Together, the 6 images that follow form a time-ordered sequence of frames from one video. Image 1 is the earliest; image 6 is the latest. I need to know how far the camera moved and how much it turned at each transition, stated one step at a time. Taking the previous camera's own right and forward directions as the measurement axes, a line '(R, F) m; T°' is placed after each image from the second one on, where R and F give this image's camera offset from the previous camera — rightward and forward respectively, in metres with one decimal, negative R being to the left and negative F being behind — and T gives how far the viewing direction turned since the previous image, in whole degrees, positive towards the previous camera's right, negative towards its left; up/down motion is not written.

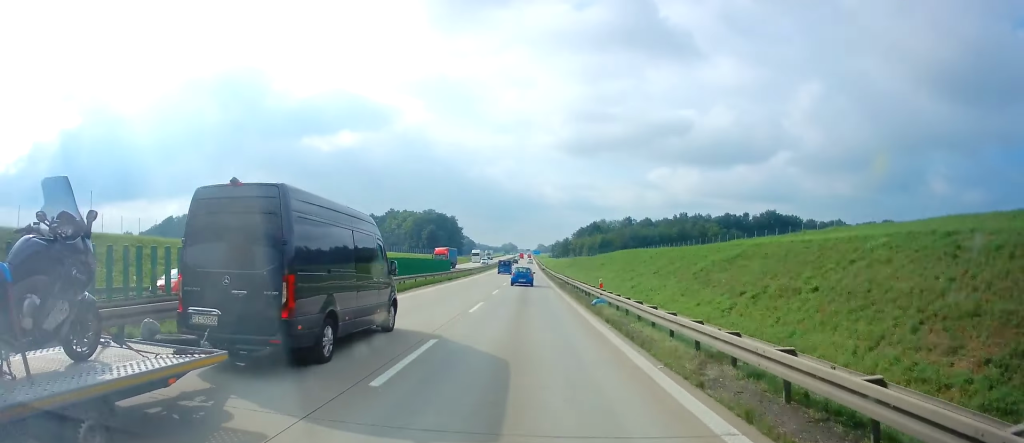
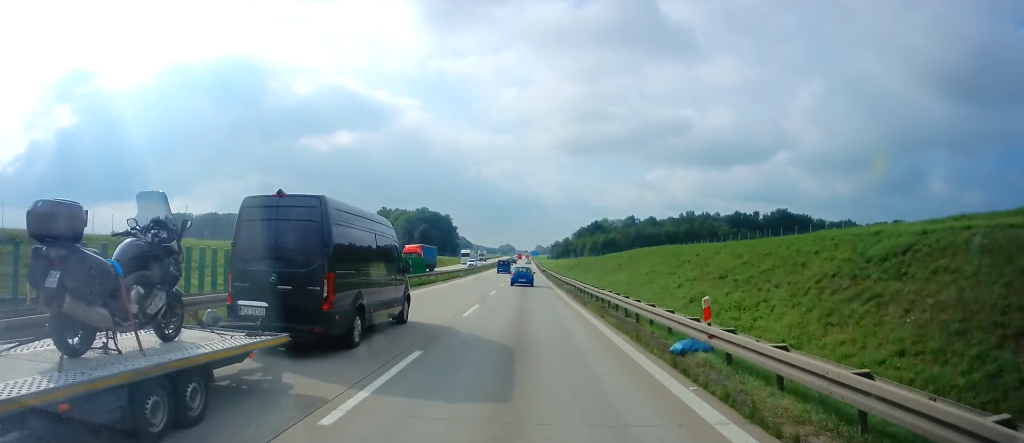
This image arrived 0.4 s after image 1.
(0.0, +13.7) m; 0°
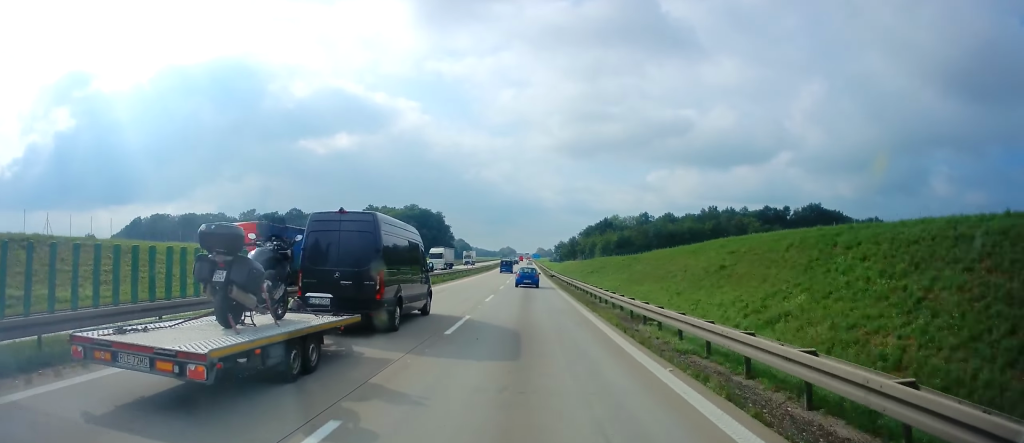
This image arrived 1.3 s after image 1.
(-0.2, +28.5) m; -1°
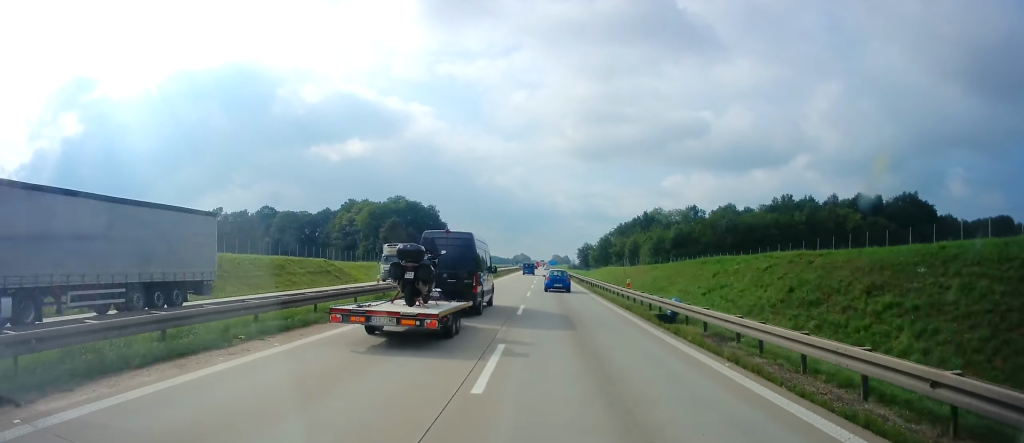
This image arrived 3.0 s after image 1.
(-0.6, +53.3) m; -1°
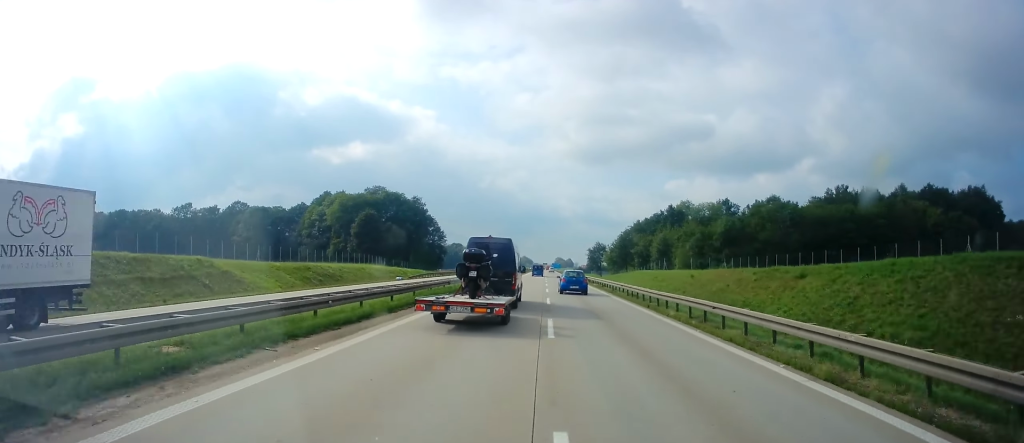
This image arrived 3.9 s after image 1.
(+0.2, +30.1) m; 0°
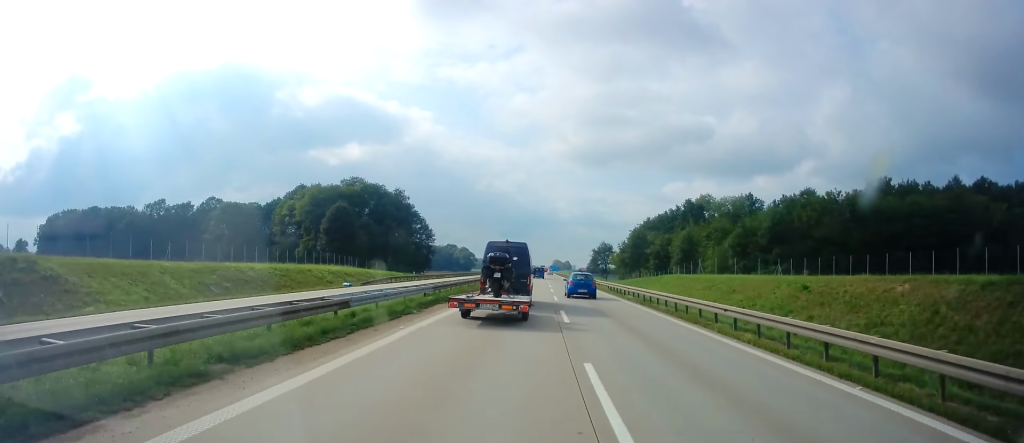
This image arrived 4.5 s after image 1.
(-0.3, +19.6) m; 0°
